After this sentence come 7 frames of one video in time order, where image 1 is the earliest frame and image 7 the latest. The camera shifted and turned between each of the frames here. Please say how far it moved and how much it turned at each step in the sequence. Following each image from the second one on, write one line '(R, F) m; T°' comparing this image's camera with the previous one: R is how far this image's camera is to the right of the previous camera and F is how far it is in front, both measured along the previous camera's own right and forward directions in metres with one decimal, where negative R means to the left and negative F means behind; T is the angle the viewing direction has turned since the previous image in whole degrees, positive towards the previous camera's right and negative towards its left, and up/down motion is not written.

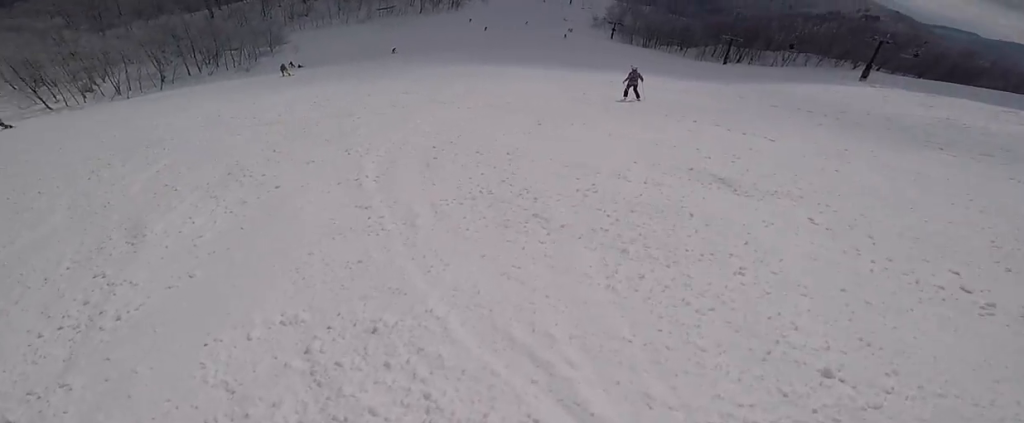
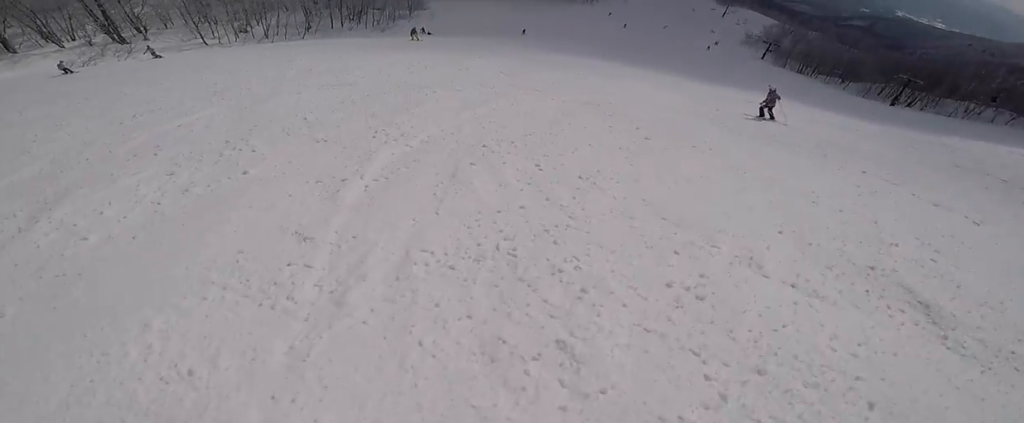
(-0.7, +1.7) m; -1°
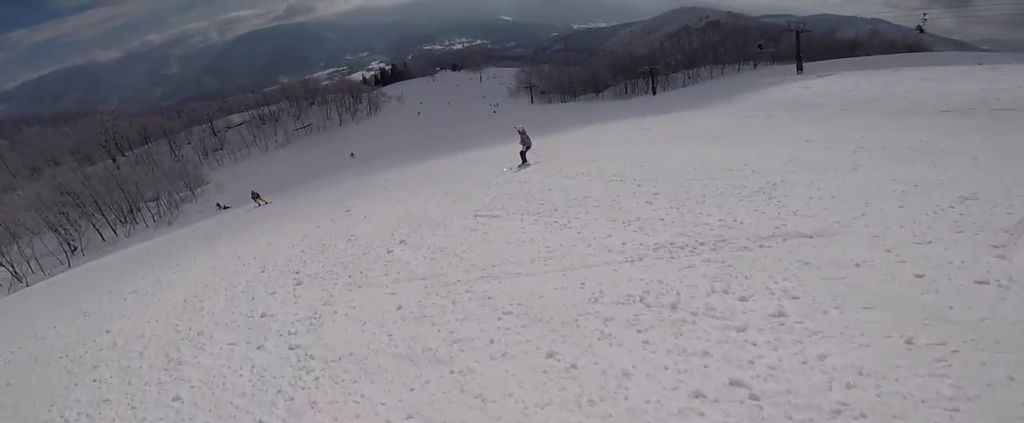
(+3.4, +8.3) m; +28°
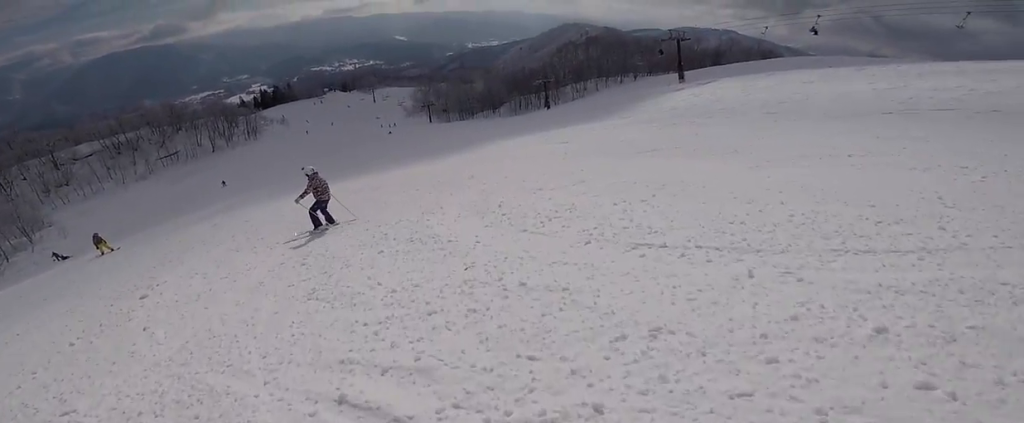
(0.0, +3.7) m; -8°
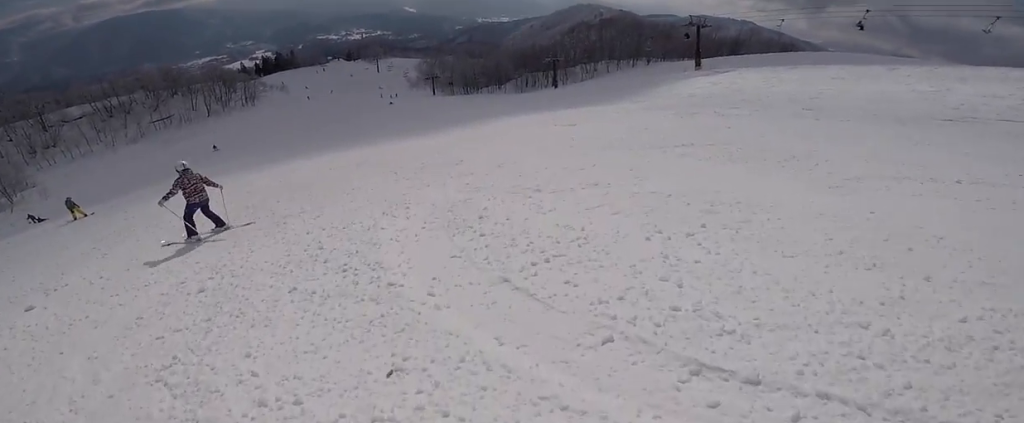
(-0.1, +1.7) m; -6°
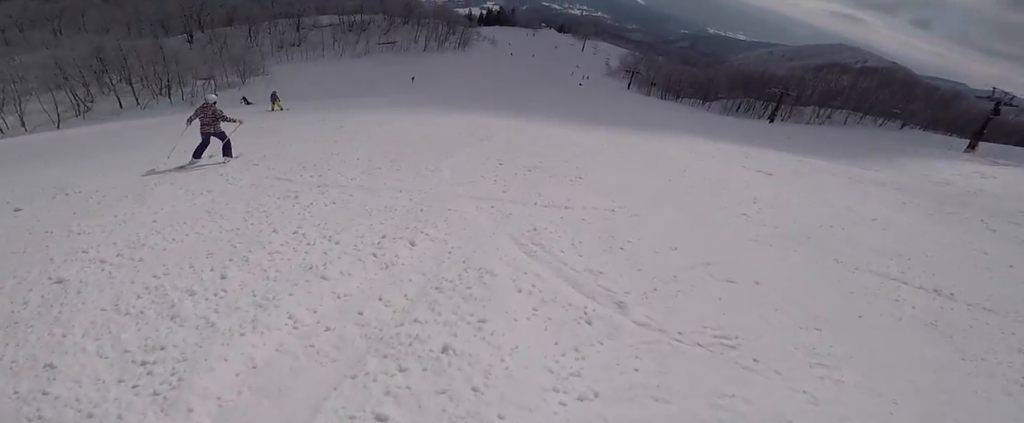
(-0.2, +2.6) m; -12°
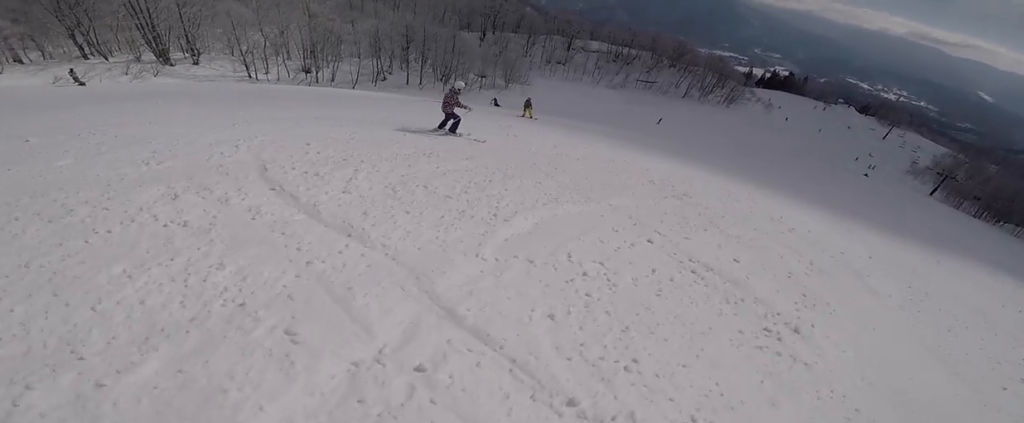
(-0.5, +2.9) m; +5°
